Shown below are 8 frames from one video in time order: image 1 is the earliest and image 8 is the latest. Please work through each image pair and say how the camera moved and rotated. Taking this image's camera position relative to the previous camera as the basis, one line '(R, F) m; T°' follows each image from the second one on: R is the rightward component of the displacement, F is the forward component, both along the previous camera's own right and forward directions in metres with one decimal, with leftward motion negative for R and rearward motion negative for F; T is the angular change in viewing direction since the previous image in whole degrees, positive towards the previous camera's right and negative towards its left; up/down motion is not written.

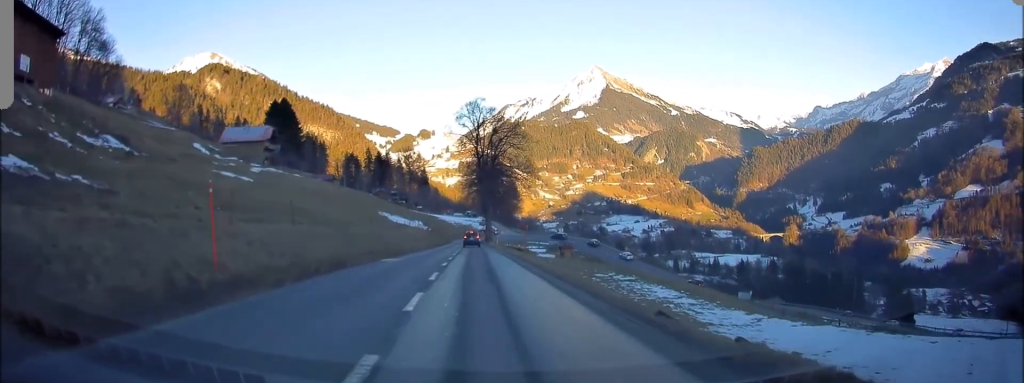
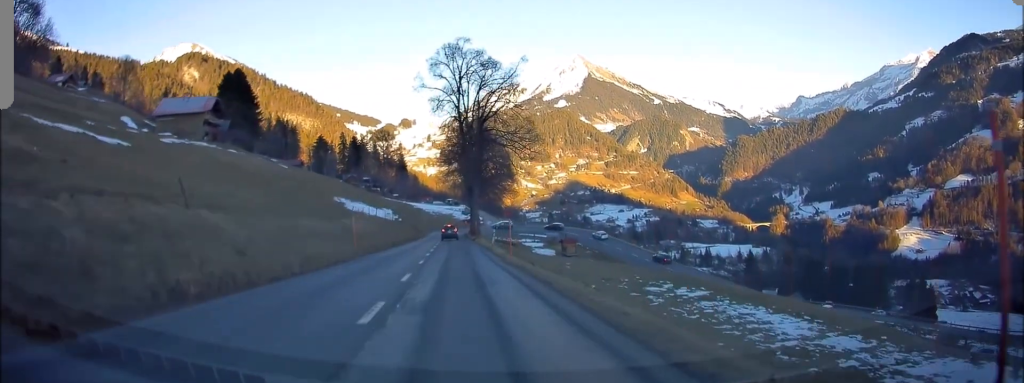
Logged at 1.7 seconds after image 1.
(+0.5, +24.4) m; +1°
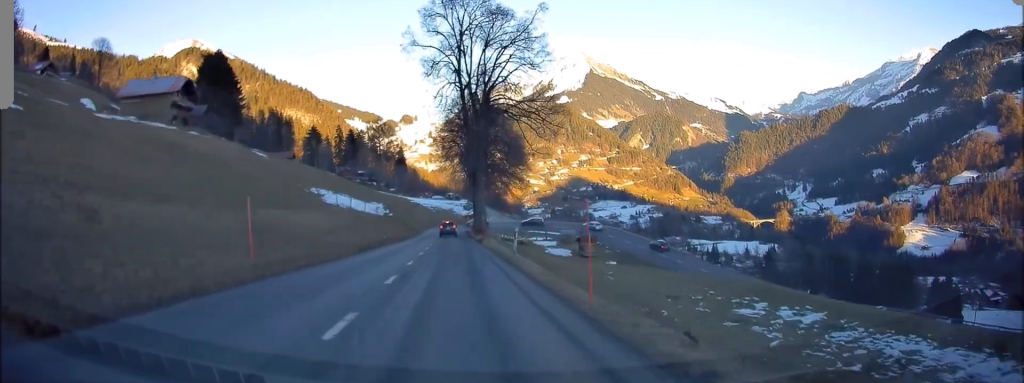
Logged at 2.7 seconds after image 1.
(-0.1, +14.5) m; 0°
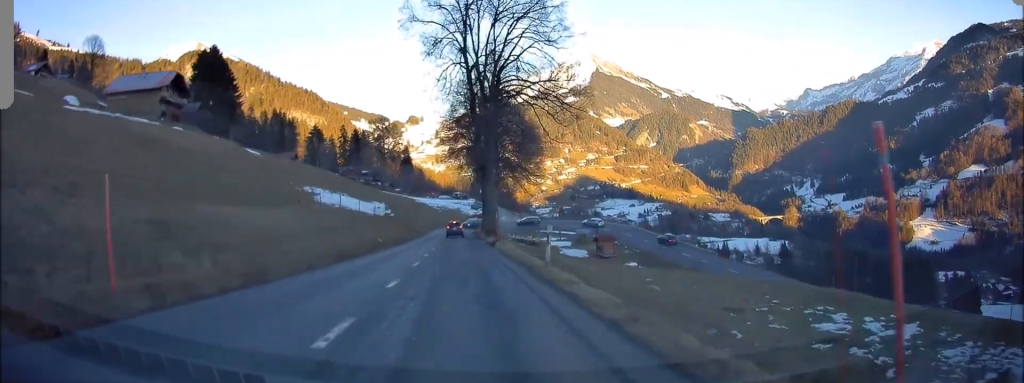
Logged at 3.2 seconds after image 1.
(-0.2, +6.9) m; 0°
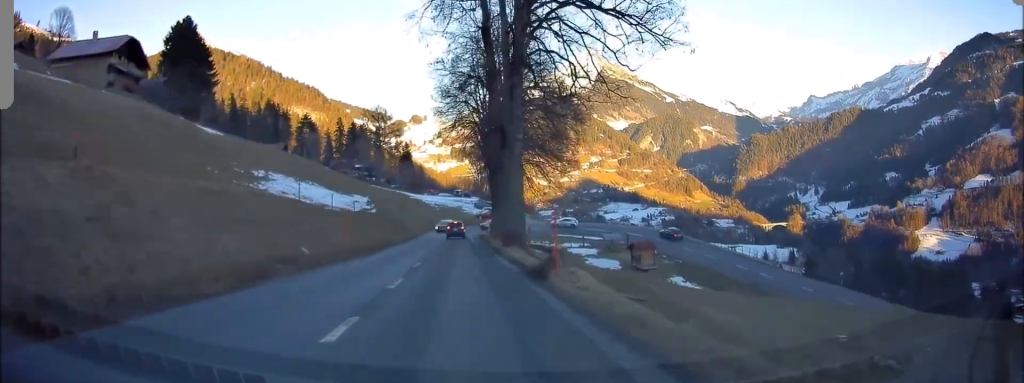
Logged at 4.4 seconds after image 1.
(+0.2, +17.4) m; -1°
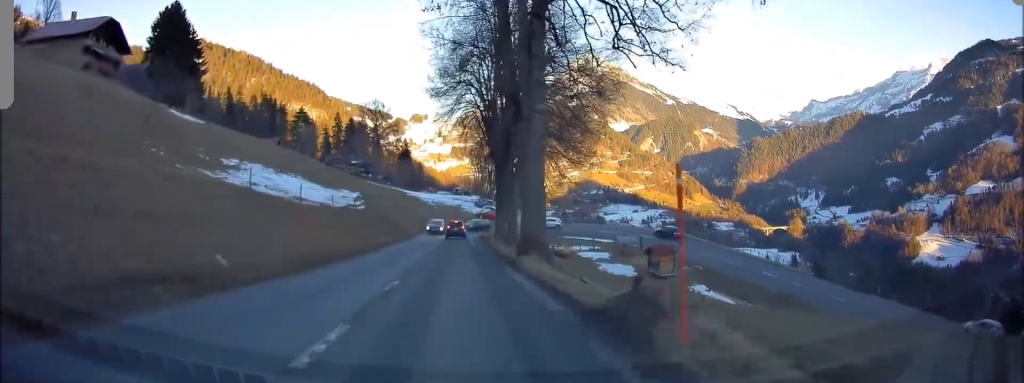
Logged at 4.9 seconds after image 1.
(-0.2, +6.6) m; 0°
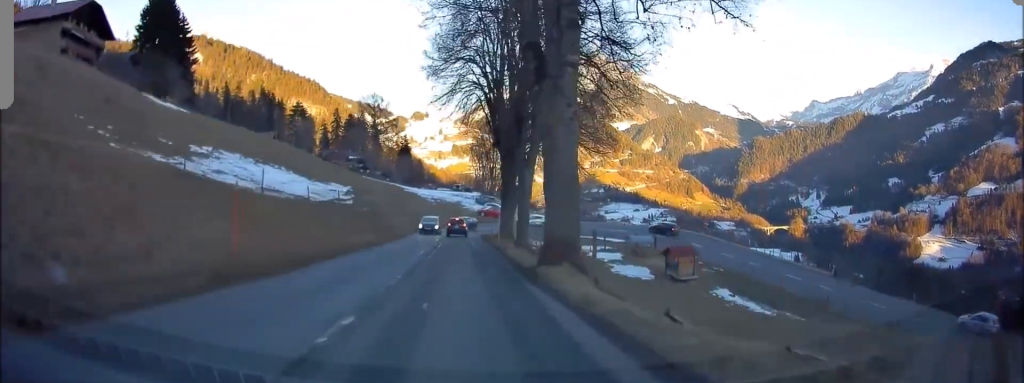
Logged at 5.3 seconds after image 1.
(-0.1, +6.0) m; 0°
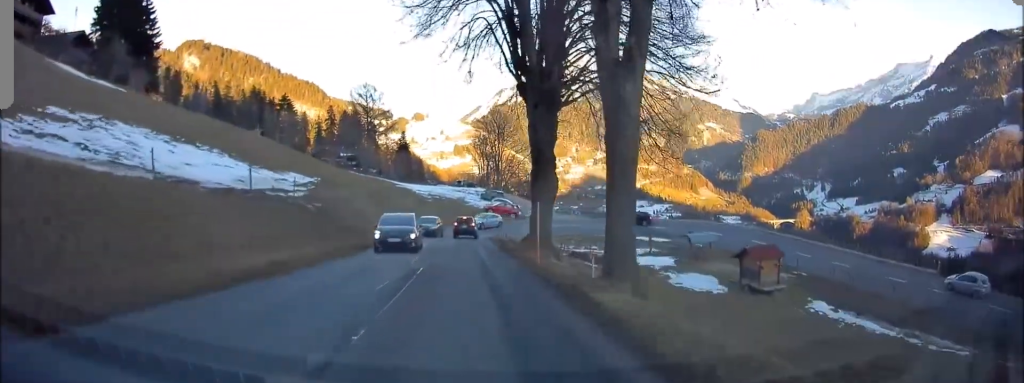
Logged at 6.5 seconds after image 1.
(+0.4, +15.3) m; +1°
